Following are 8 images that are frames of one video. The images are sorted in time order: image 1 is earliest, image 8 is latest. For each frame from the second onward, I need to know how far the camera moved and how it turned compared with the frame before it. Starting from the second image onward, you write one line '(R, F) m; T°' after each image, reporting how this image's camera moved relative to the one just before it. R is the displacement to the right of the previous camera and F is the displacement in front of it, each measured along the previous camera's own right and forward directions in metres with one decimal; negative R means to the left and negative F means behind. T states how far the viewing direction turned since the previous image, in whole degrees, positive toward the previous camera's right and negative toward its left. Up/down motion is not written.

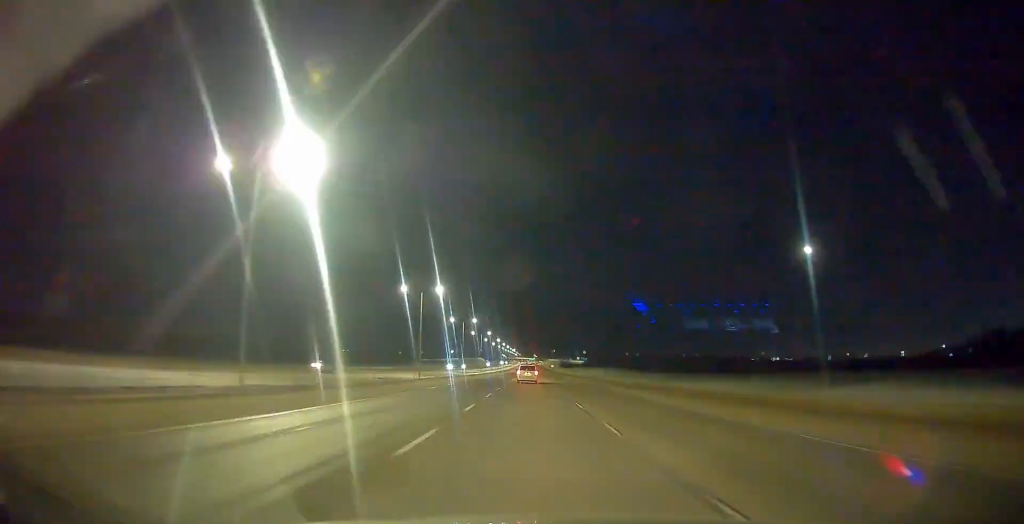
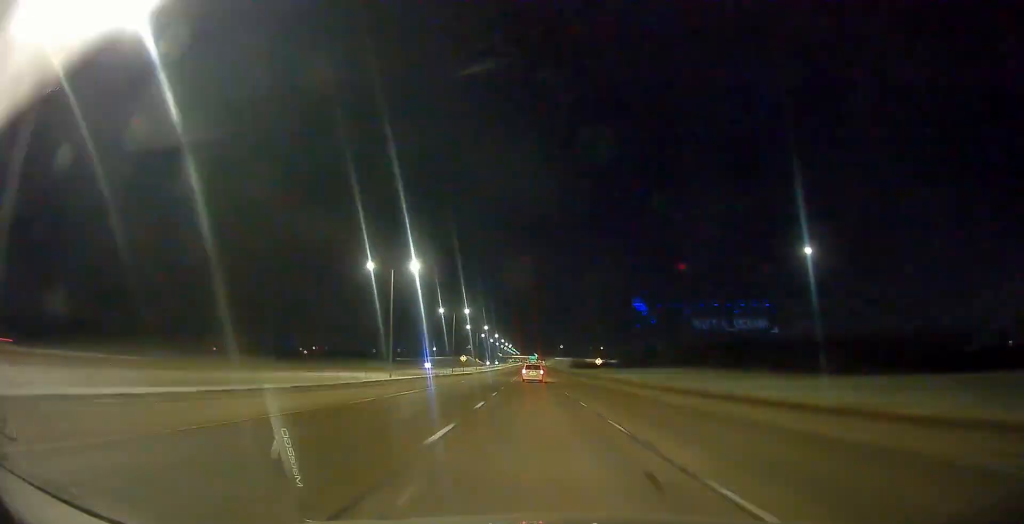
(0.0, +202.6) m; 0°
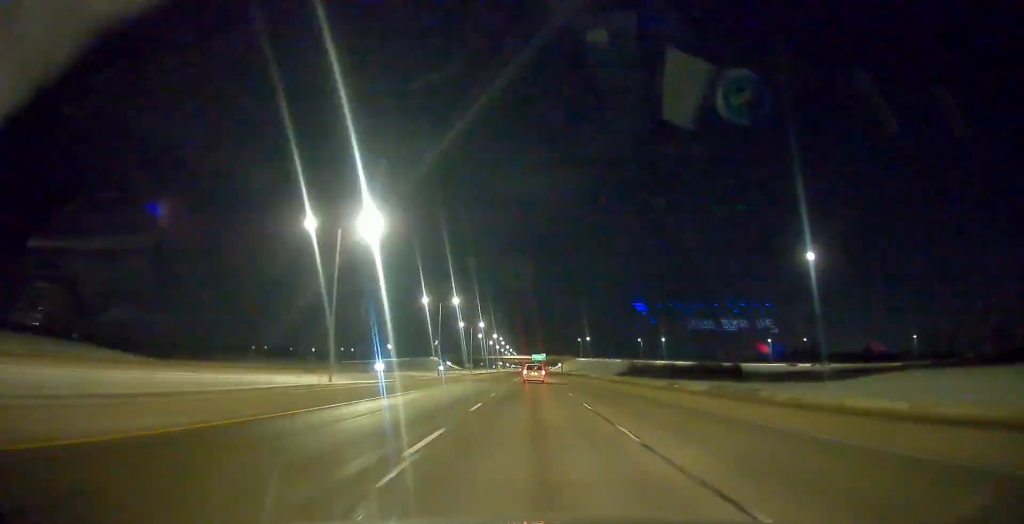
(+0.4, +290.8) m; 0°
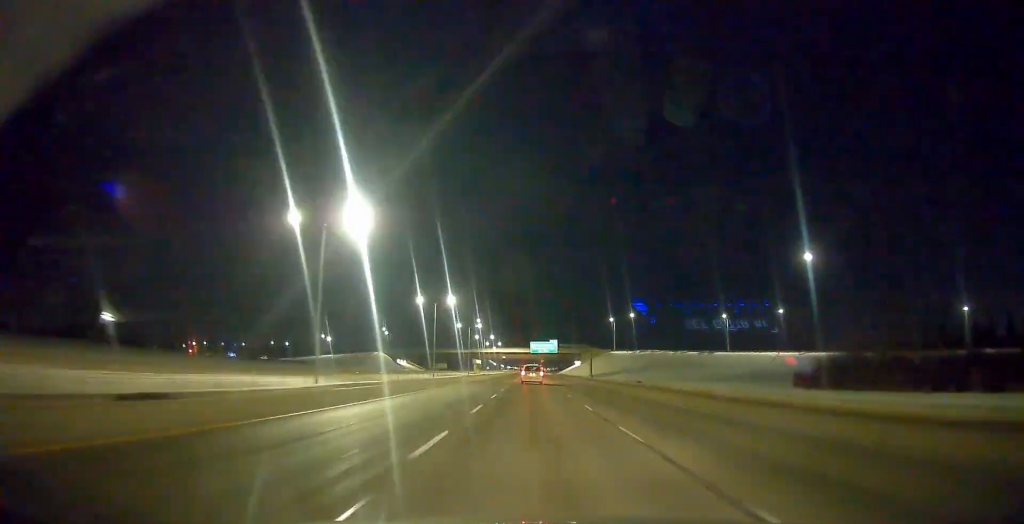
(+0.2, +176.8) m; 0°
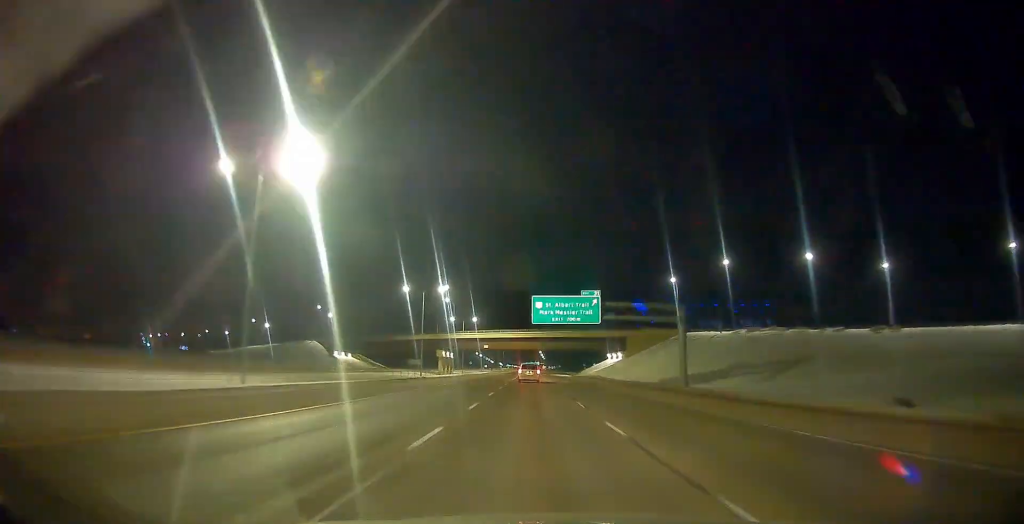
(0.0, +103.8) m; 0°
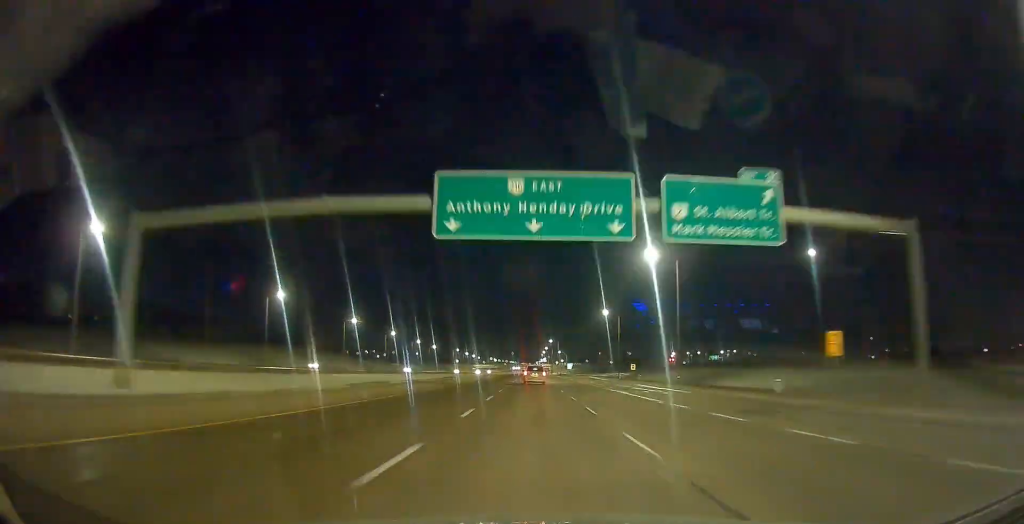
(+0.3, +693.6) m; 0°
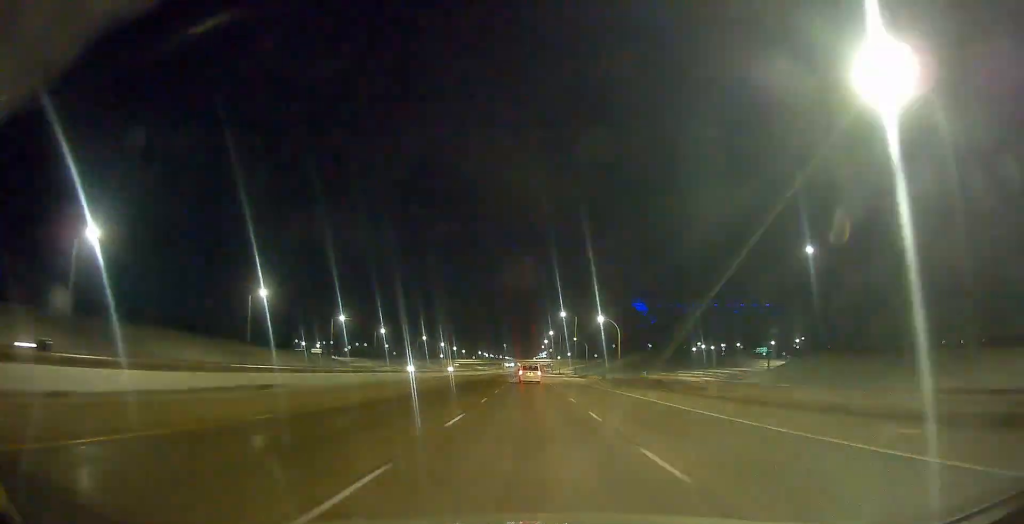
(-0.1, +159.5) m; 0°
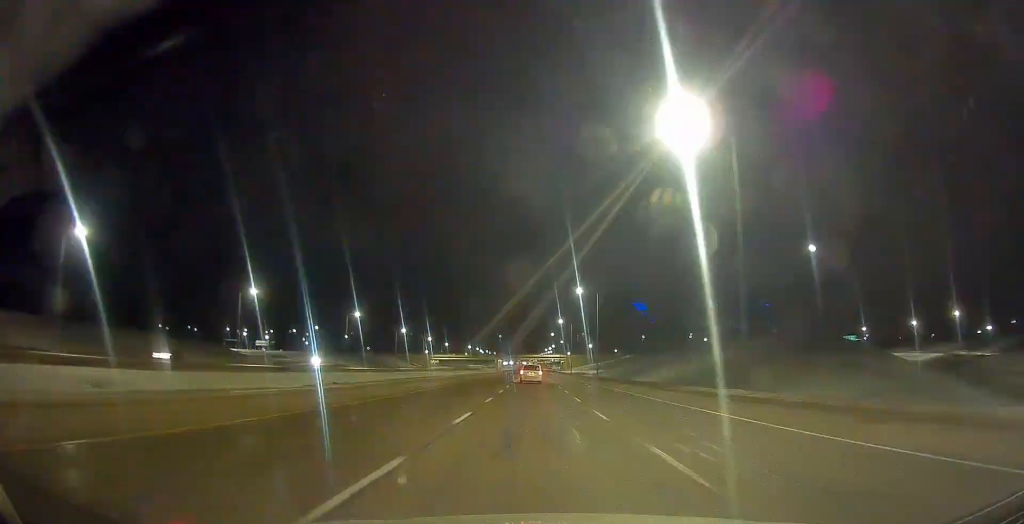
(0.0, +131.1) m; 0°
